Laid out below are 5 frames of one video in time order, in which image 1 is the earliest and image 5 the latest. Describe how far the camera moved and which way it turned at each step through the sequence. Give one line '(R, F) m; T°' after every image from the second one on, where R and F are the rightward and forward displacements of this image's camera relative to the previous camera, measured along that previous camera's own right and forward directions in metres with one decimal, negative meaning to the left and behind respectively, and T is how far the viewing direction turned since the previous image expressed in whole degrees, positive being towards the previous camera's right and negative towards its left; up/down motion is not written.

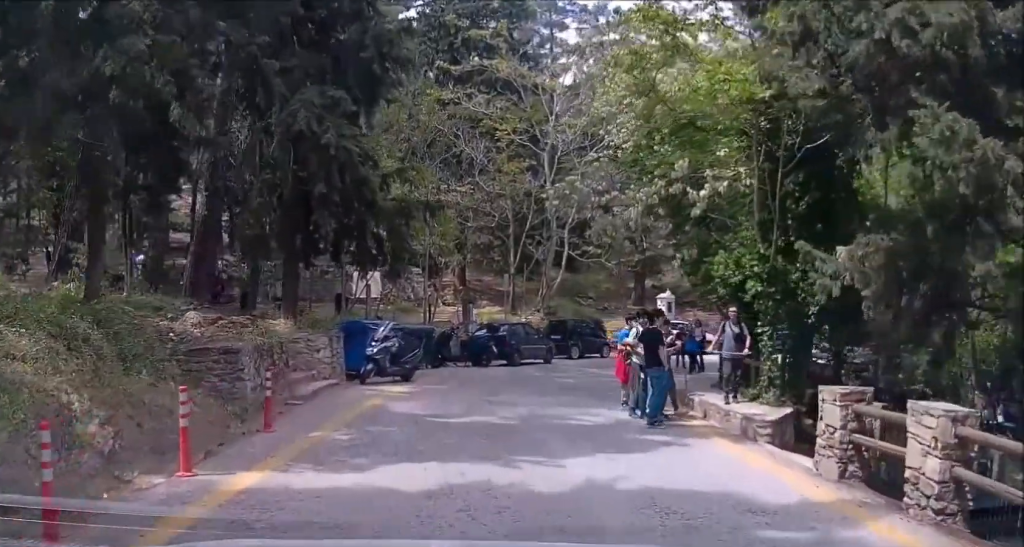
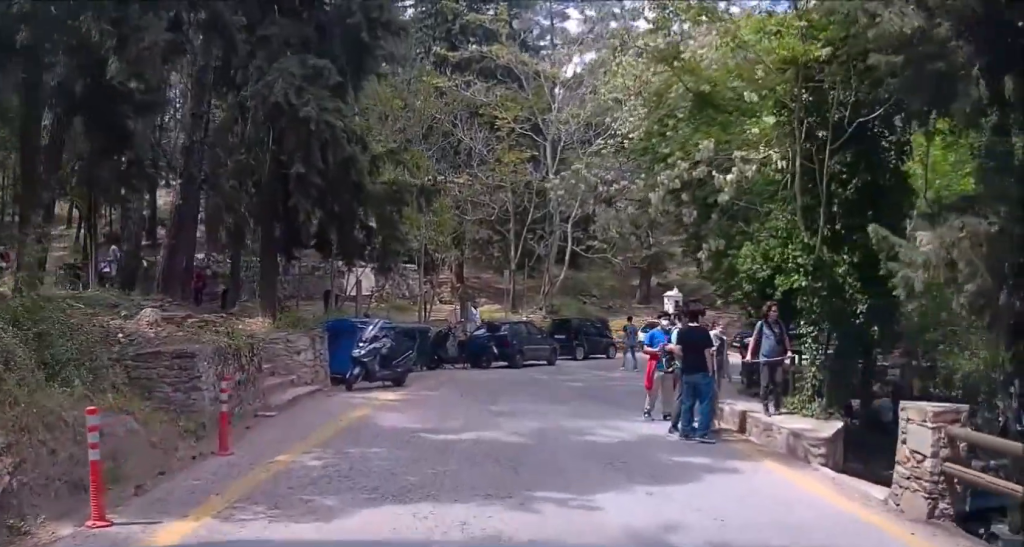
(-0.2, +1.4) m; 0°
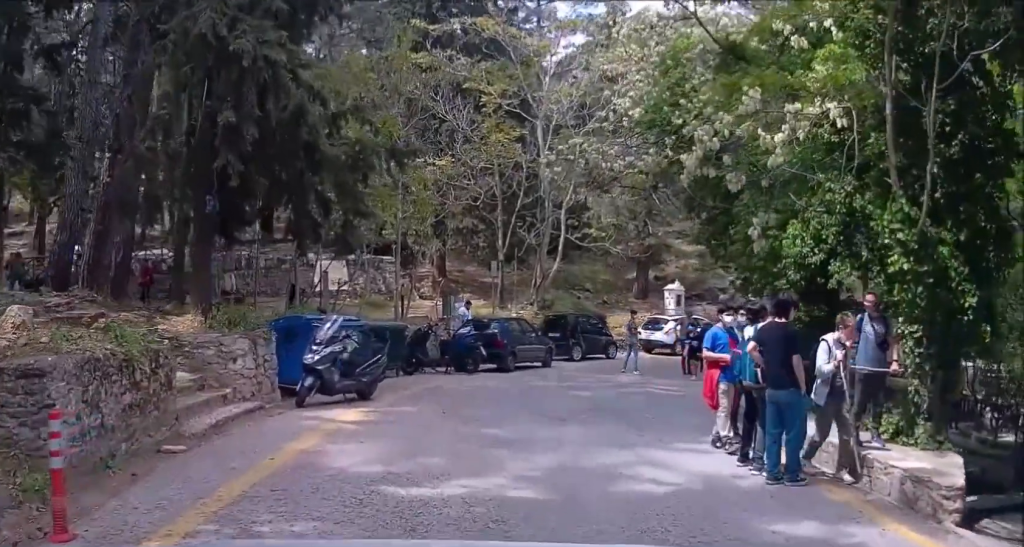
(0.0, +2.6) m; +3°
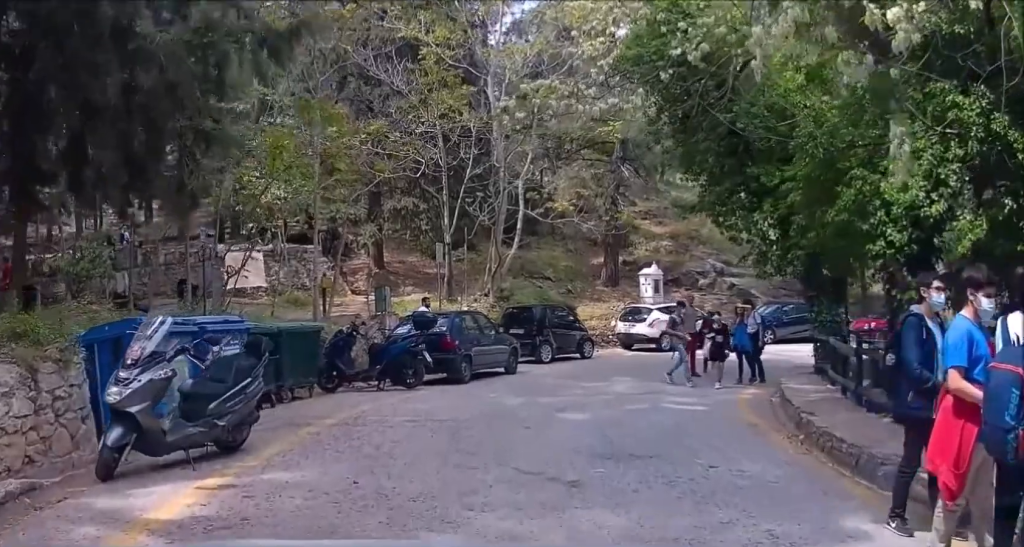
(+0.3, +4.4) m; -3°
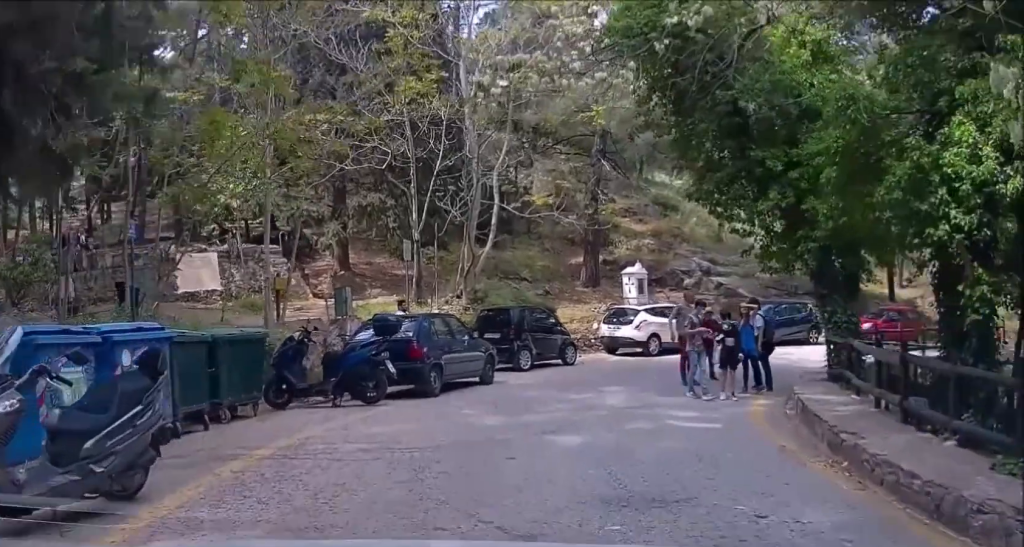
(0.0, +1.6) m; -5°
